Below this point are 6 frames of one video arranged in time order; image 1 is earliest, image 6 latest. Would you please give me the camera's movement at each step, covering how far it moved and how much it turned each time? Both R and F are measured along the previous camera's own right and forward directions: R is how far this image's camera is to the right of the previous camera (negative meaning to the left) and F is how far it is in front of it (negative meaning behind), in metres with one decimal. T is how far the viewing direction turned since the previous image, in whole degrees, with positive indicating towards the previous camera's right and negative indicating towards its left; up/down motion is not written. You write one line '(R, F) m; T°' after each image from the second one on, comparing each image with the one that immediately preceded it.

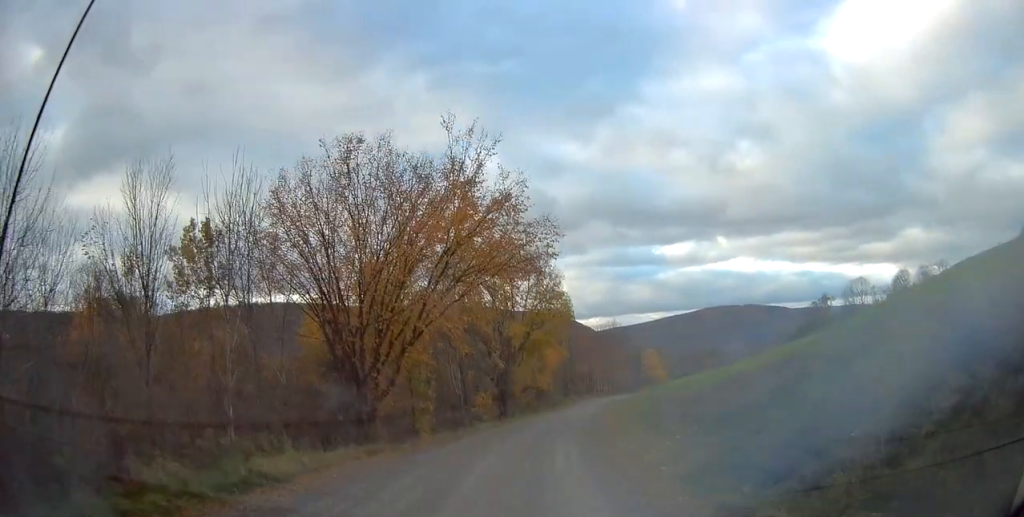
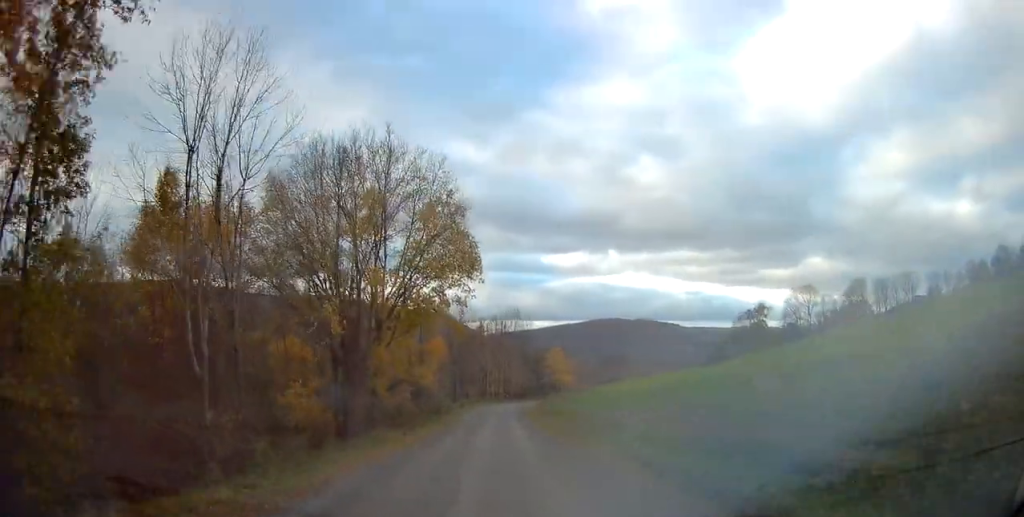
(-1.5, +31.5) m; 0°
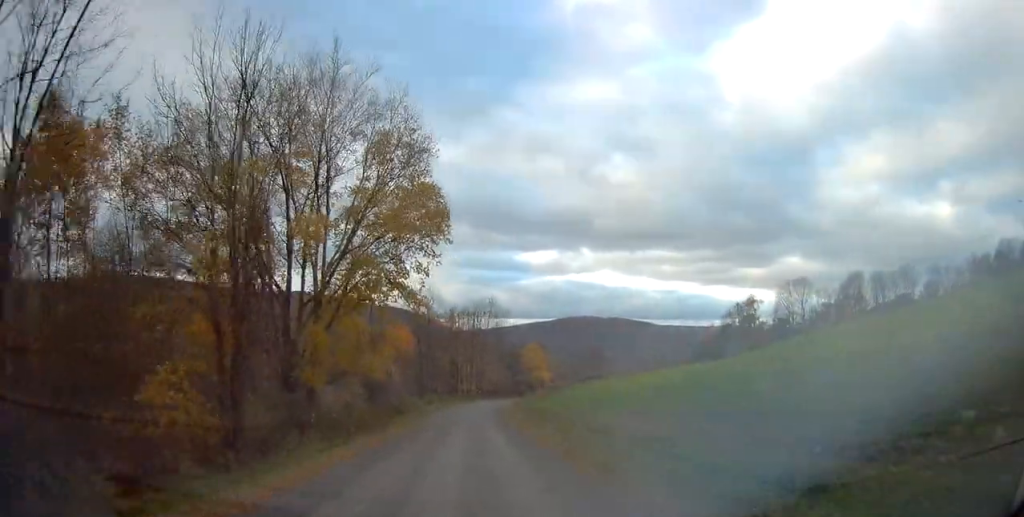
(+0.4, +11.8) m; +1°
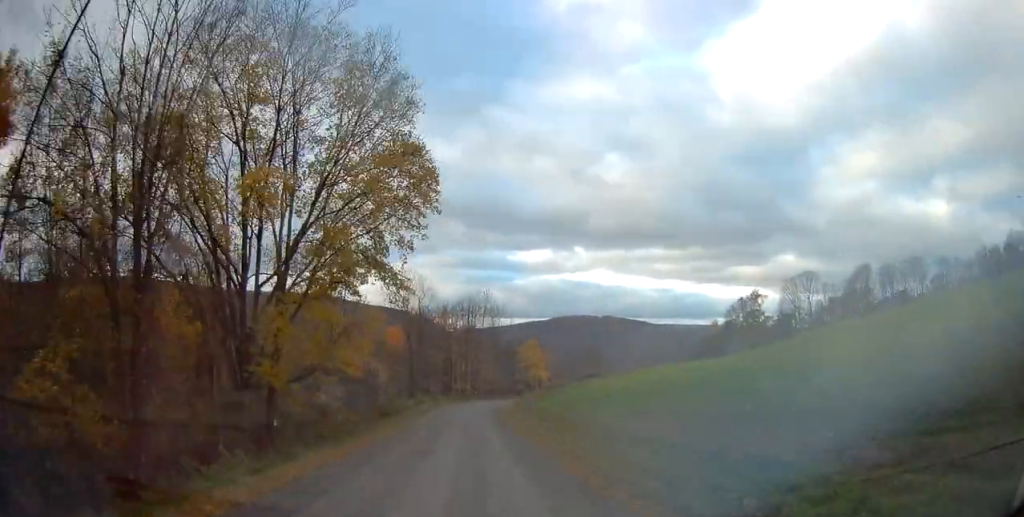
(0.0, +6.7) m; 0°
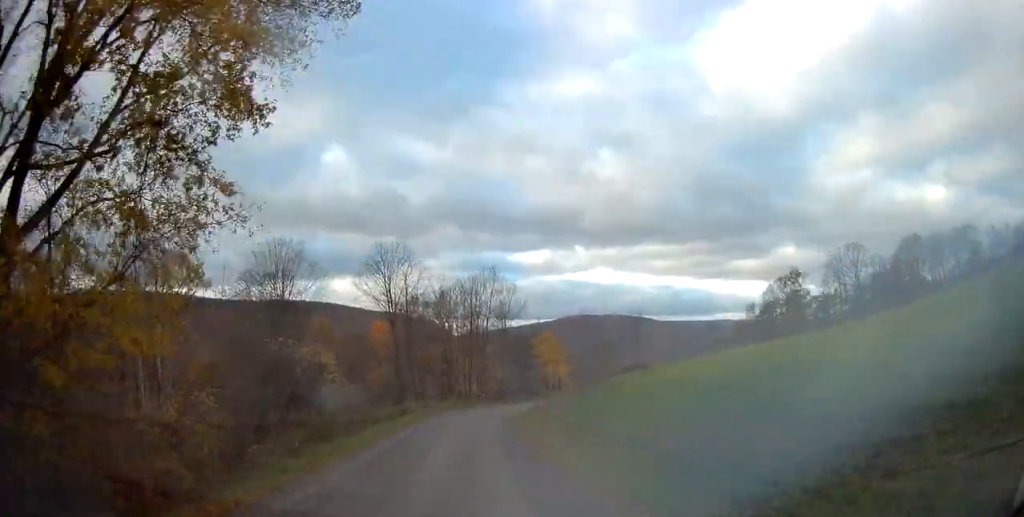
(+0.7, +22.7) m; +4°
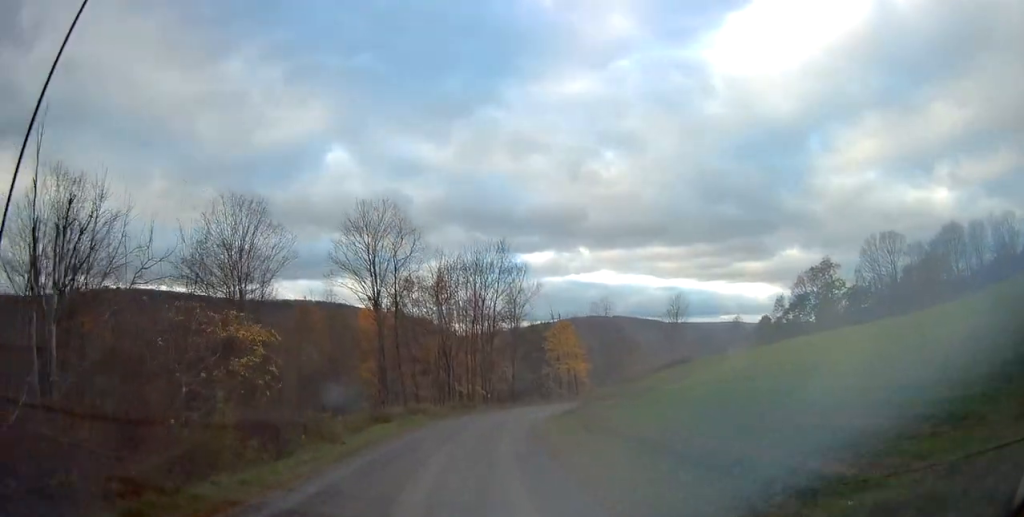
(+0.1, +14.1) m; +2°
